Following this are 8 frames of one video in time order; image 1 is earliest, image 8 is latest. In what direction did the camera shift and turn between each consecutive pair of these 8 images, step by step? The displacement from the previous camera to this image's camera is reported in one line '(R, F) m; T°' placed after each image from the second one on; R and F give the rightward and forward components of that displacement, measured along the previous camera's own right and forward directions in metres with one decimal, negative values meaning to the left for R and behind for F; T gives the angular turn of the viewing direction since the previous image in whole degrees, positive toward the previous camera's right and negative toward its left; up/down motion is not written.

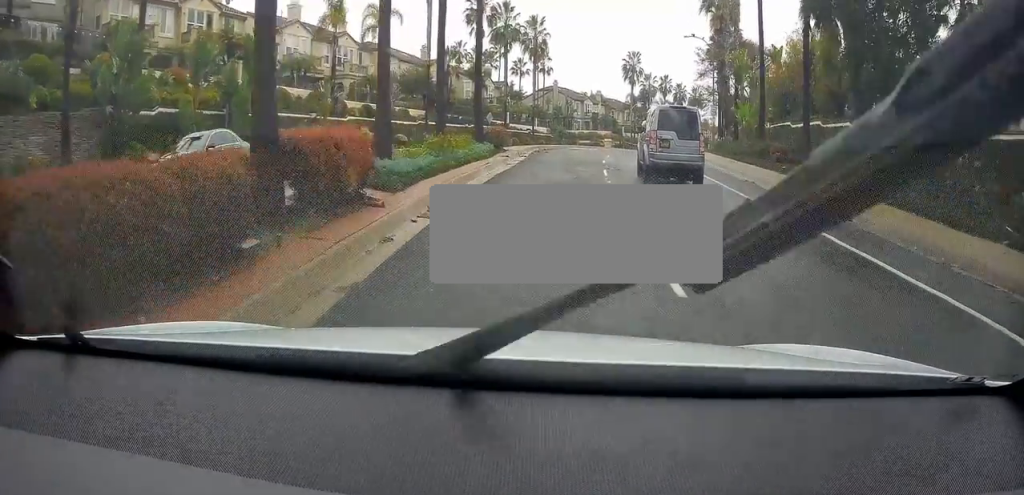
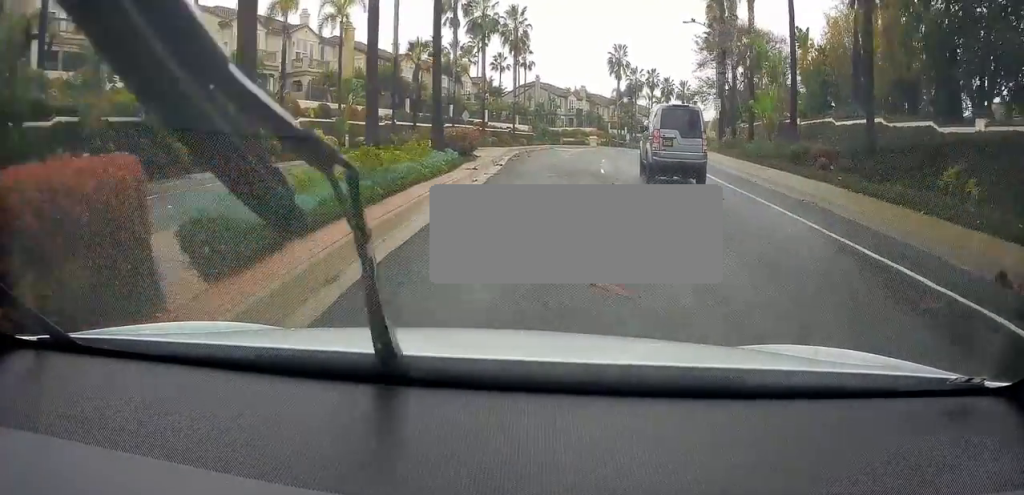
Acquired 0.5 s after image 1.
(+0.1, +6.5) m; +1°
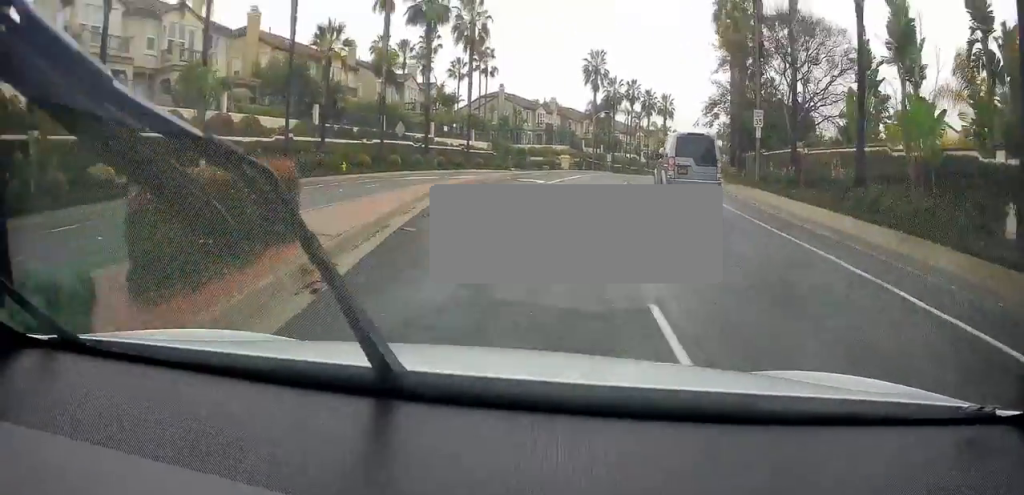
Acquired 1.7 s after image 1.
(+0.5, +16.3) m; +4°
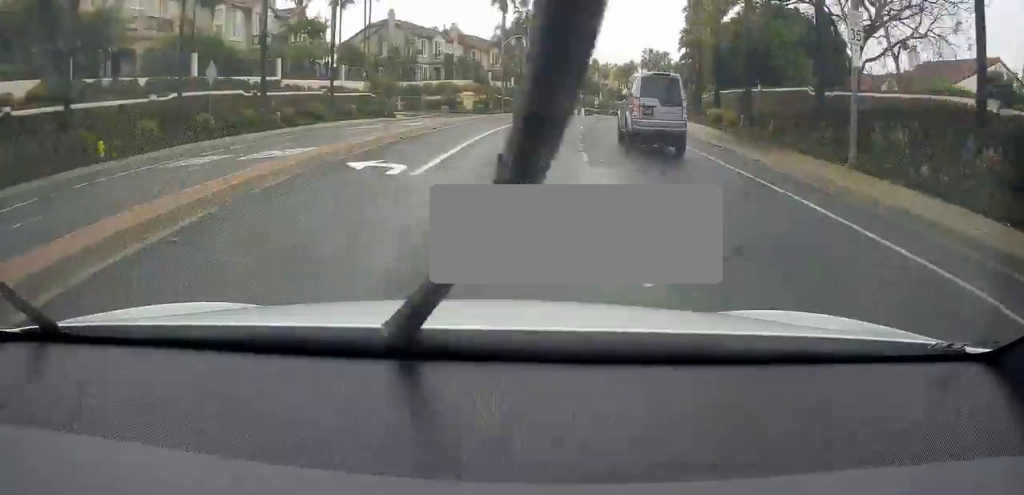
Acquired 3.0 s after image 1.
(+0.9, +18.9) m; +7°
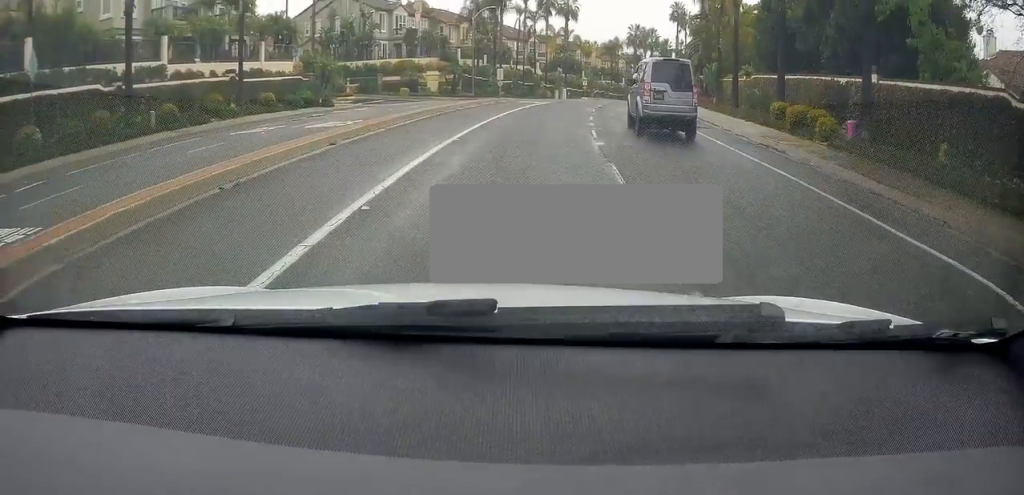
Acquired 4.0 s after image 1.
(+0.6, +13.5) m; +3°
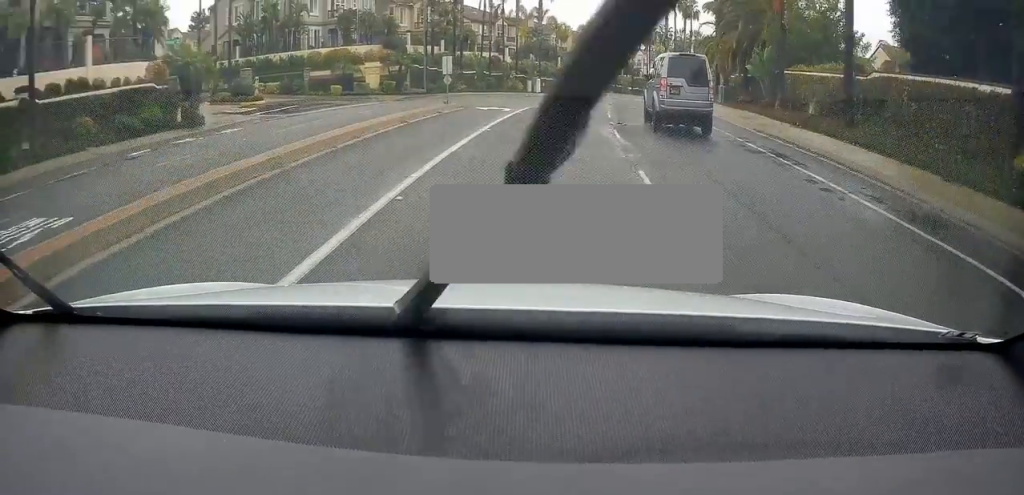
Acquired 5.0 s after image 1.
(+0.3, +16.3) m; +5°
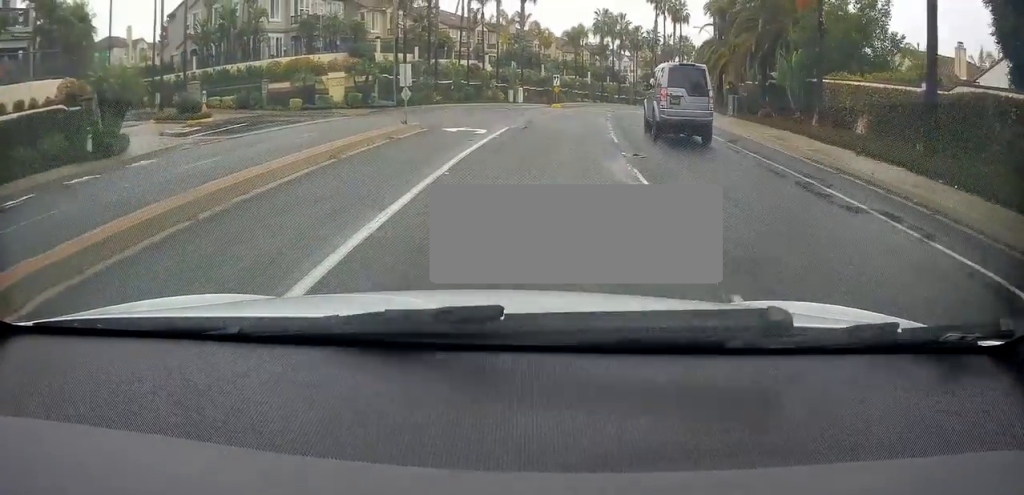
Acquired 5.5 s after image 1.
(+0.3, +6.3) m; +2°
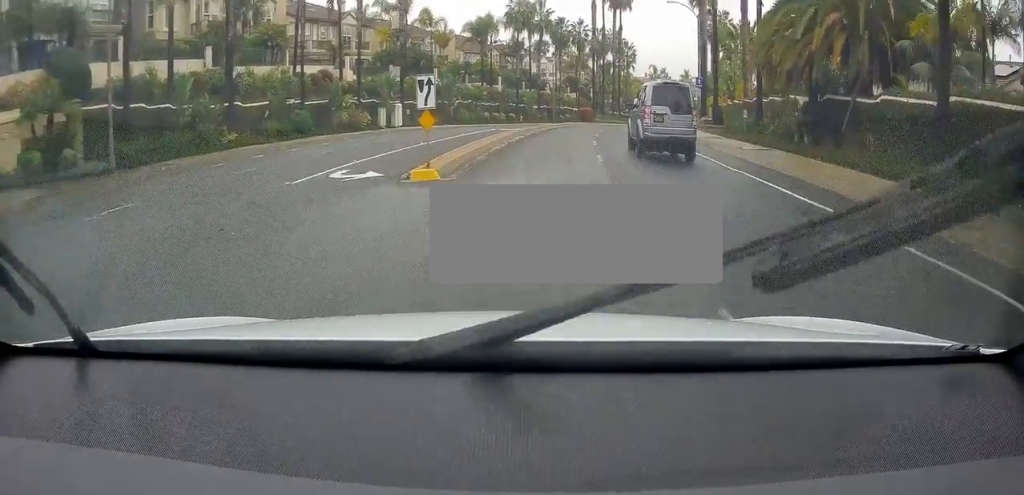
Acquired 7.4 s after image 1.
(+1.5, +30.1) m; +6°
